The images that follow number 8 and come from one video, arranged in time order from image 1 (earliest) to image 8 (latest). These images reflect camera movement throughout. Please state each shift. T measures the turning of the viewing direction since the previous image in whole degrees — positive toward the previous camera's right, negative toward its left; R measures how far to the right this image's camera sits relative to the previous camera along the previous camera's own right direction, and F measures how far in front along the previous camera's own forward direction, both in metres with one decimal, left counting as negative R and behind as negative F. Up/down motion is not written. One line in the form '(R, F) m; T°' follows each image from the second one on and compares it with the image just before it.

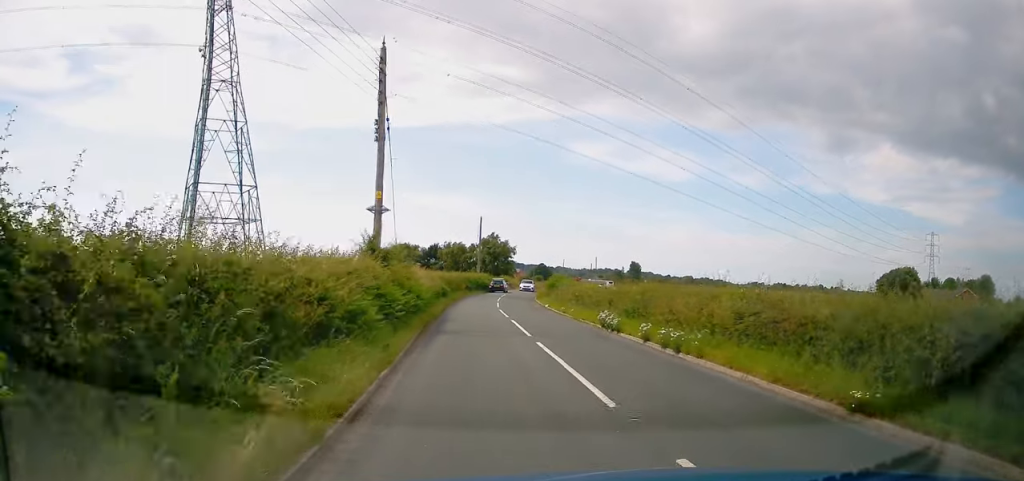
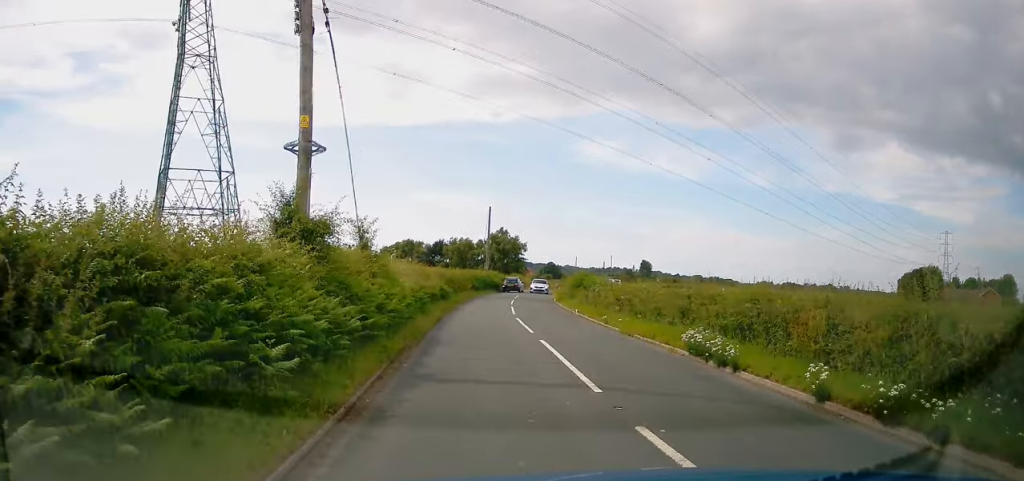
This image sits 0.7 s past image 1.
(-0.1, +8.3) m; -1°
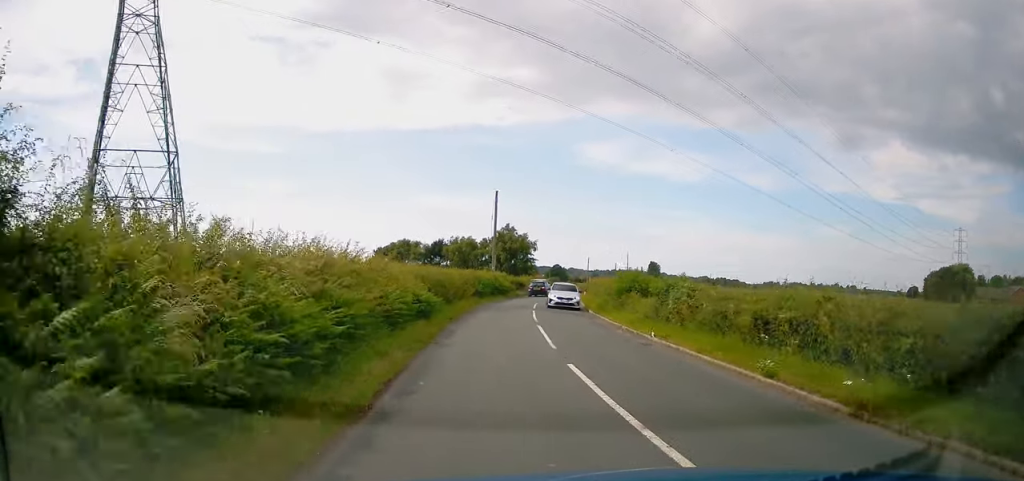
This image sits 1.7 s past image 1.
(-0.2, +12.8) m; -2°
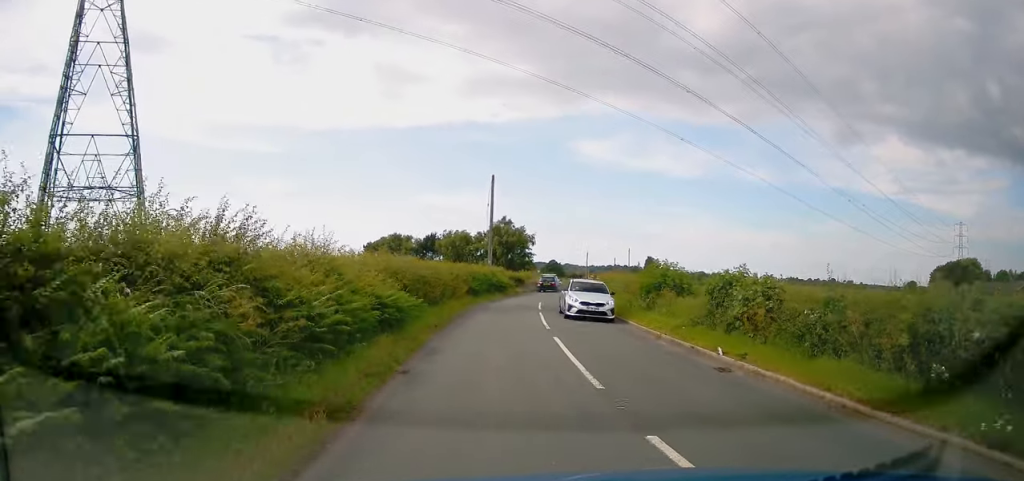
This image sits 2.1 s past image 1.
(-0.1, +5.4) m; -1°
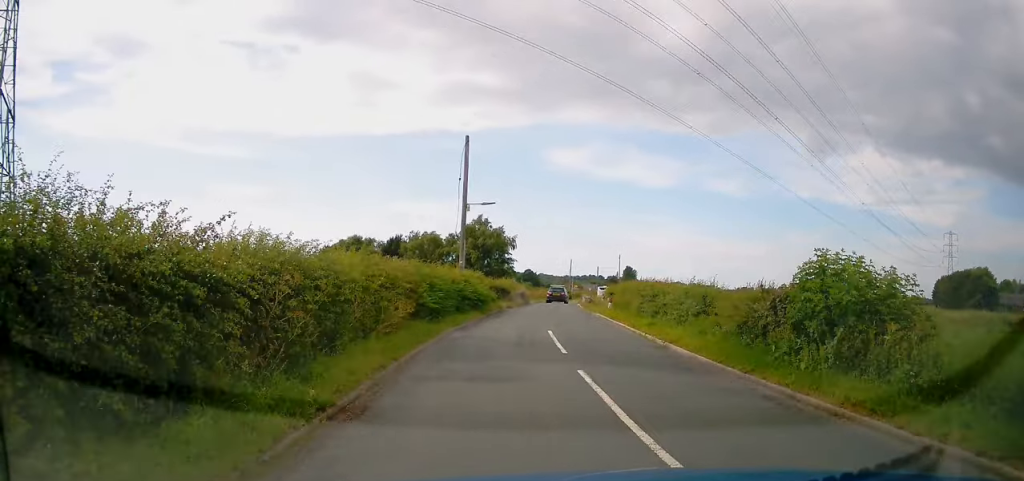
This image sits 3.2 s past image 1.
(+0.1, +13.8) m; +4°
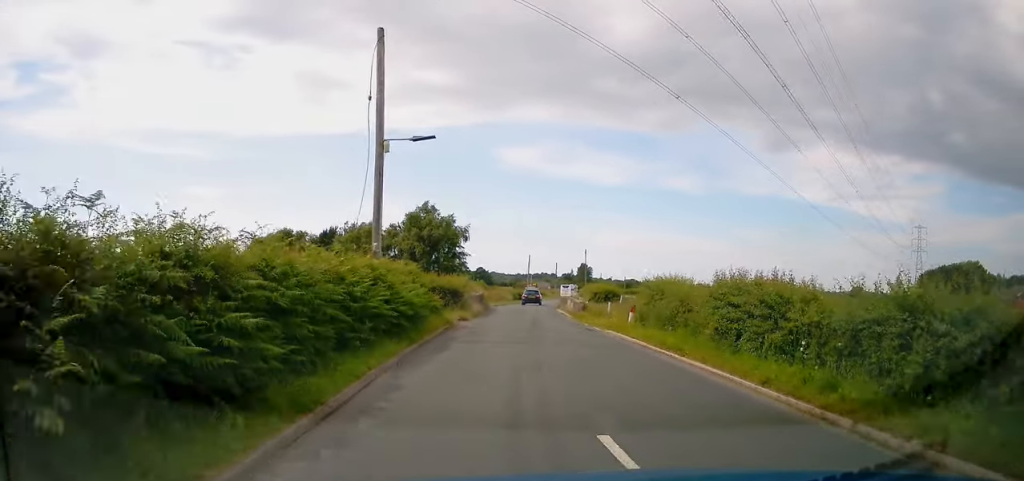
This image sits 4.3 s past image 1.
(+0.7, +12.4) m; +5°
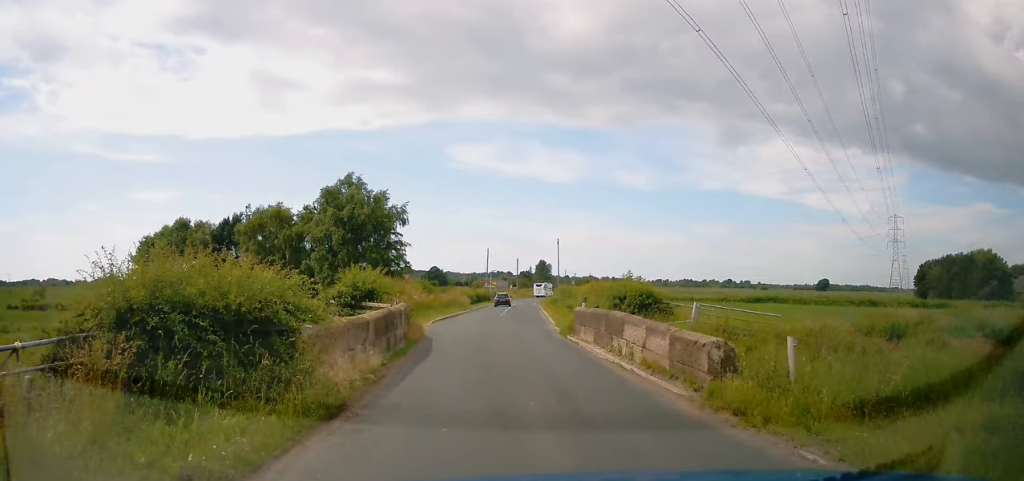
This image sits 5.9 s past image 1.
(+0.9, +18.9) m; +4°
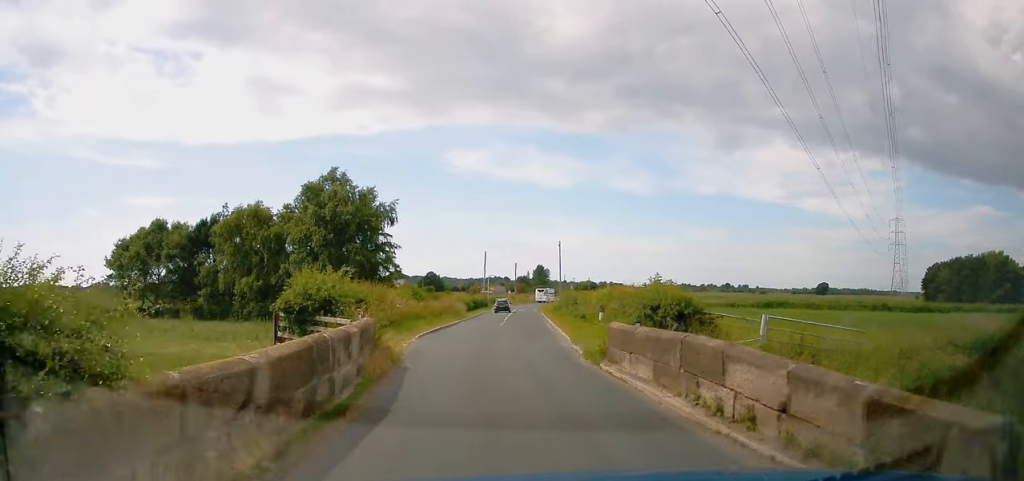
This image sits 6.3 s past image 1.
(0.0, +4.7) m; +1°
